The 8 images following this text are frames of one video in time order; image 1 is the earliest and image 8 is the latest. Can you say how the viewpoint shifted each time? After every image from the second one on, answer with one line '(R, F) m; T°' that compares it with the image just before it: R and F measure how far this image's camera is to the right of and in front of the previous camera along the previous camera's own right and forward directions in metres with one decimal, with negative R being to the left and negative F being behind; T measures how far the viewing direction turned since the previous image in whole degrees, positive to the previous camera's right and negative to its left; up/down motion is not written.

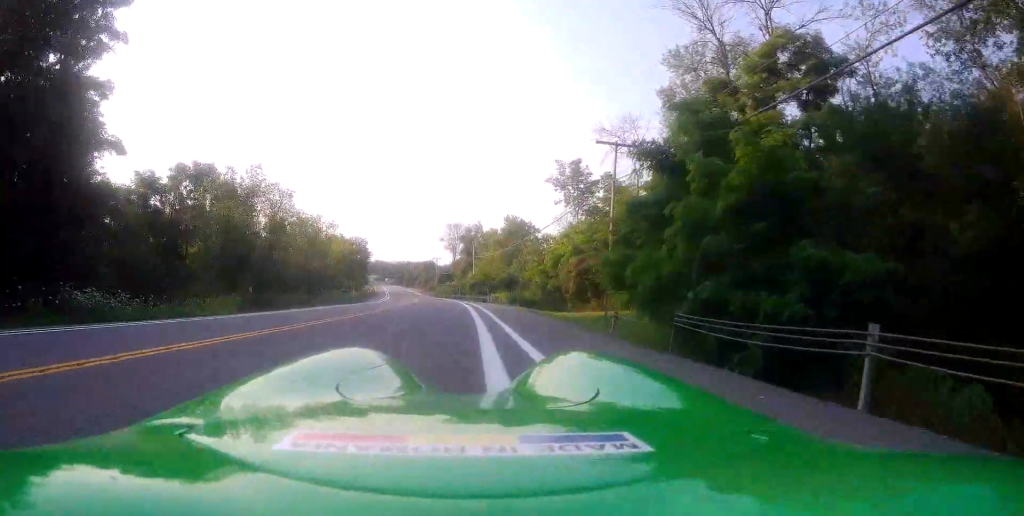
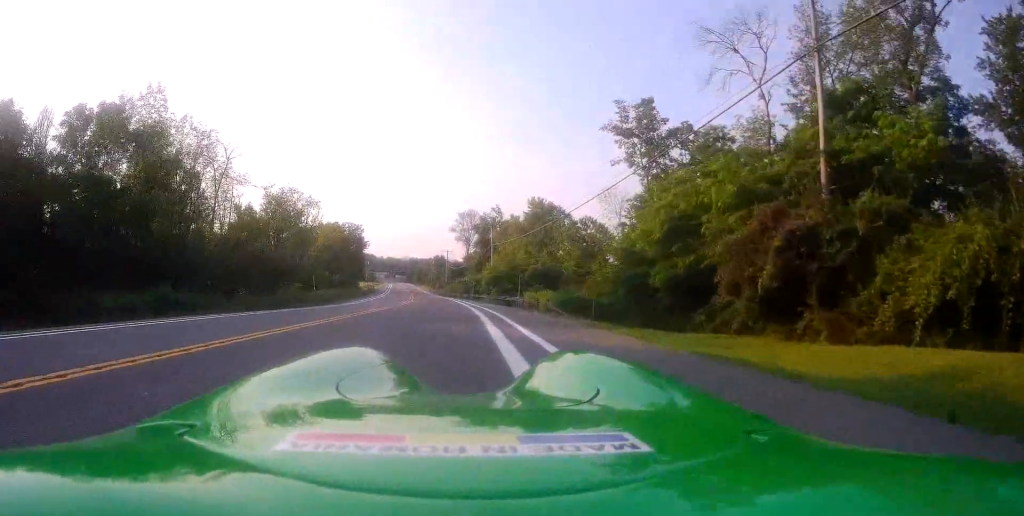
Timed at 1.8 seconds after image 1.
(-0.2, +21.1) m; -1°
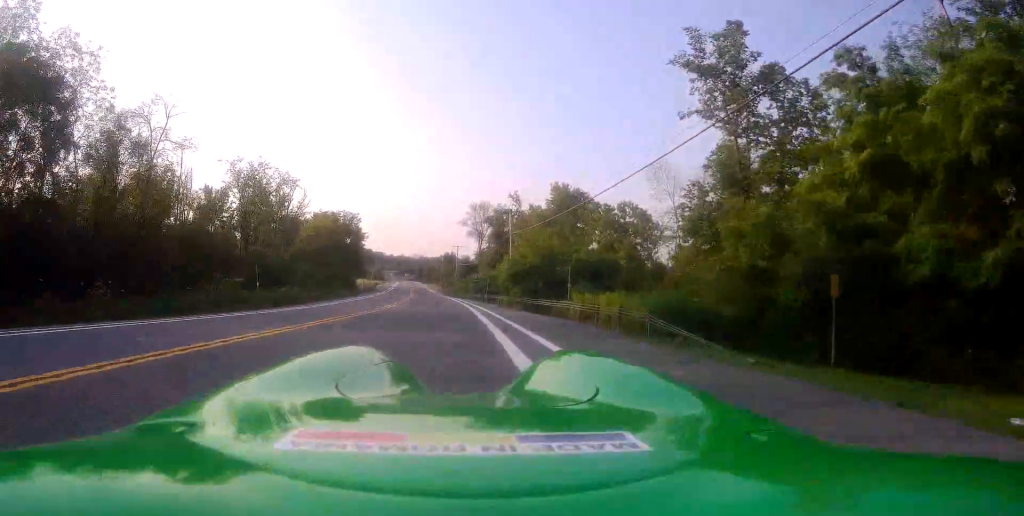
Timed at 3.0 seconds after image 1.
(-0.1, +13.5) m; 0°
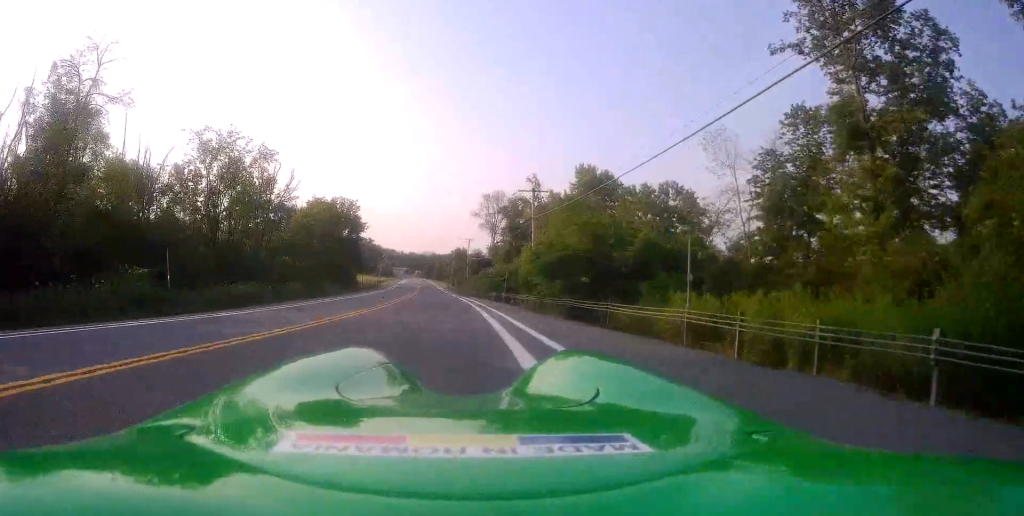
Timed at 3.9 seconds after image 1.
(+0.1, +10.2) m; -1°
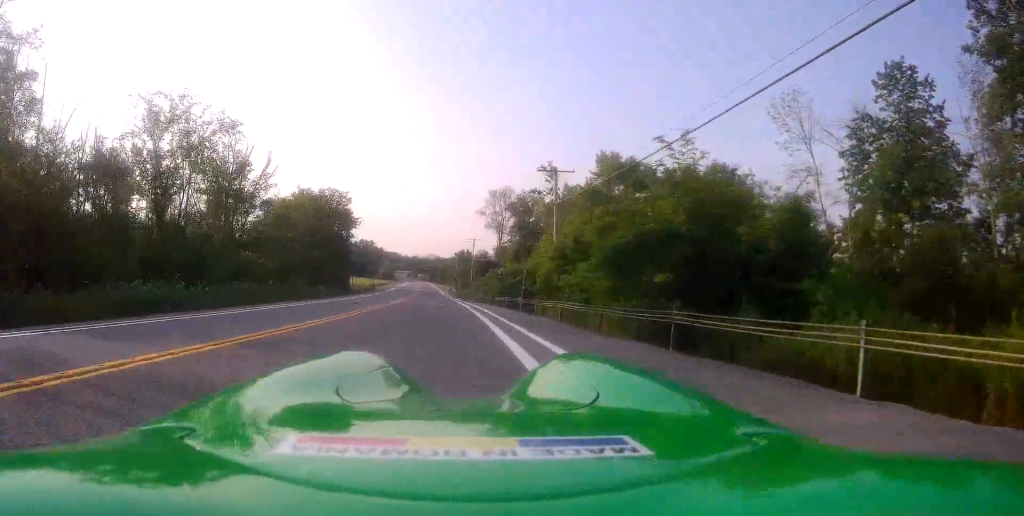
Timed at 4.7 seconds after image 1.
(-0.4, +9.3) m; -2°
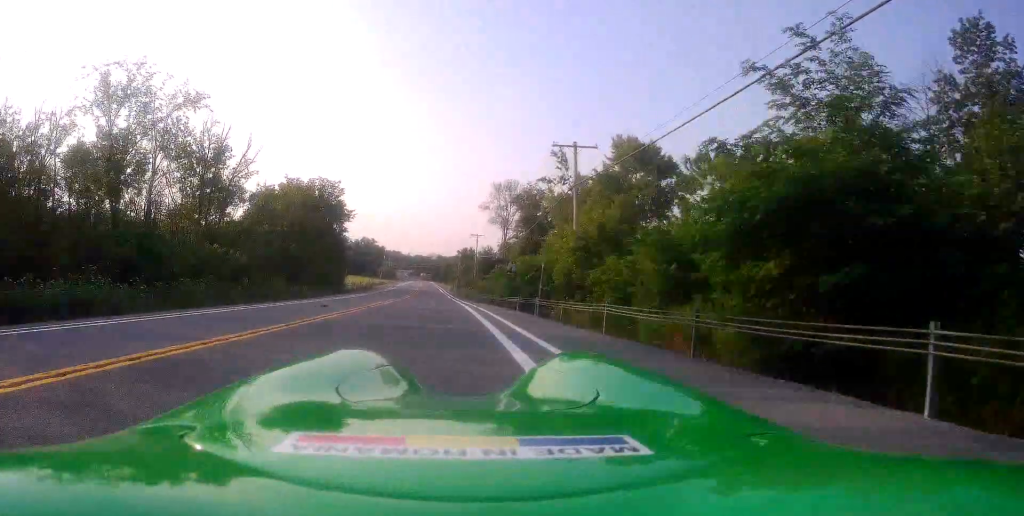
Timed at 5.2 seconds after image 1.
(0.0, +5.9) m; -1°
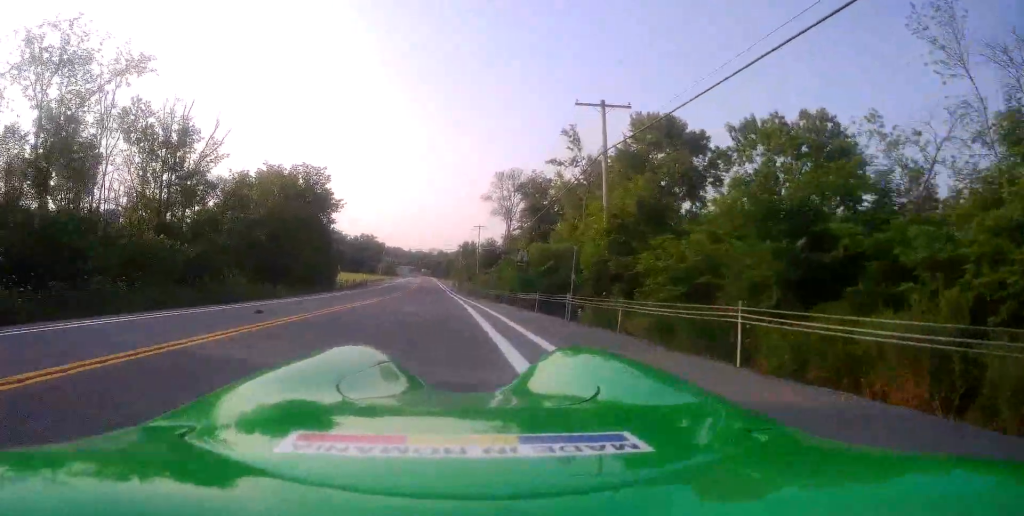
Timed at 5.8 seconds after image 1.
(0.0, +7.0) m; -1°
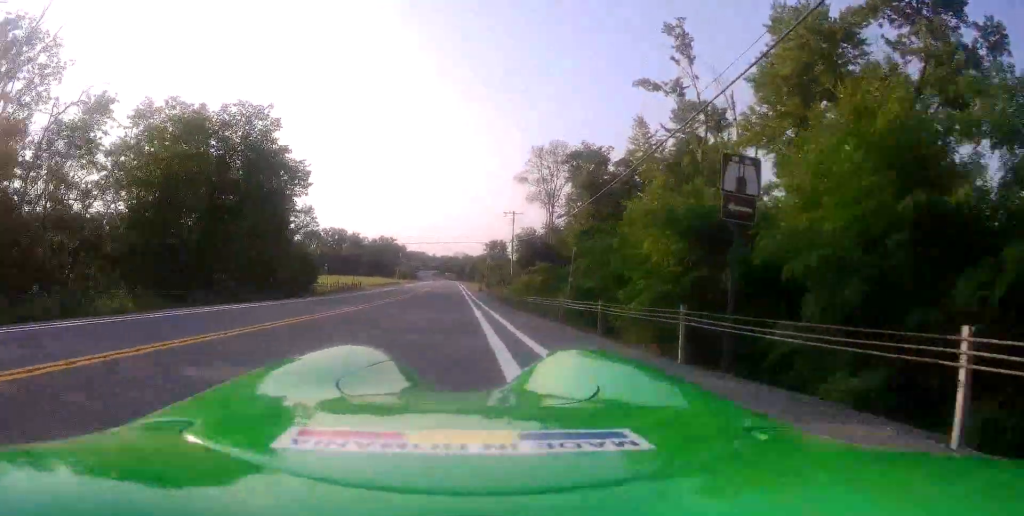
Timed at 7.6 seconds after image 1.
(-0.4, +22.7) m; 0°
